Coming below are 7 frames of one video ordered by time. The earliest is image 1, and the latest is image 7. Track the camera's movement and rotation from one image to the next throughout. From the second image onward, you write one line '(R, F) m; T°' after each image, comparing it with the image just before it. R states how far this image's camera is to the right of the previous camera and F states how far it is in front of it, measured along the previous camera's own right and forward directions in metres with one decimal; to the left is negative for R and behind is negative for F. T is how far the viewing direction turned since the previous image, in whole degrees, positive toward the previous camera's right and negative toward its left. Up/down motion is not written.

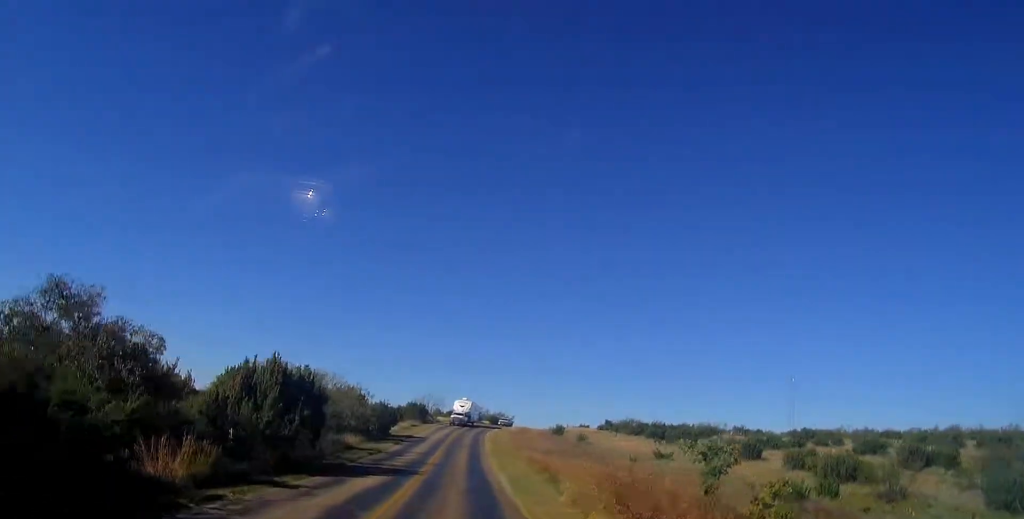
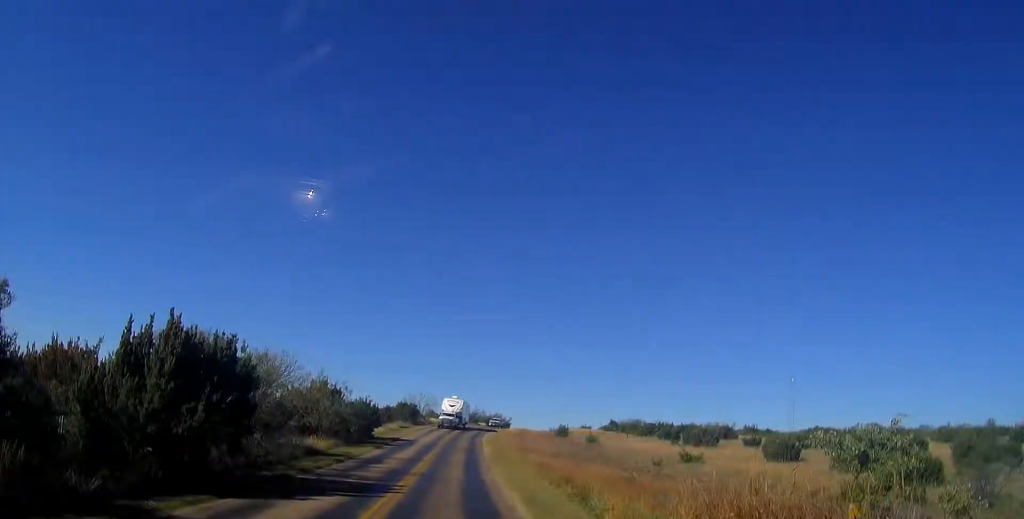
(+0.1, +7.2) m; 0°
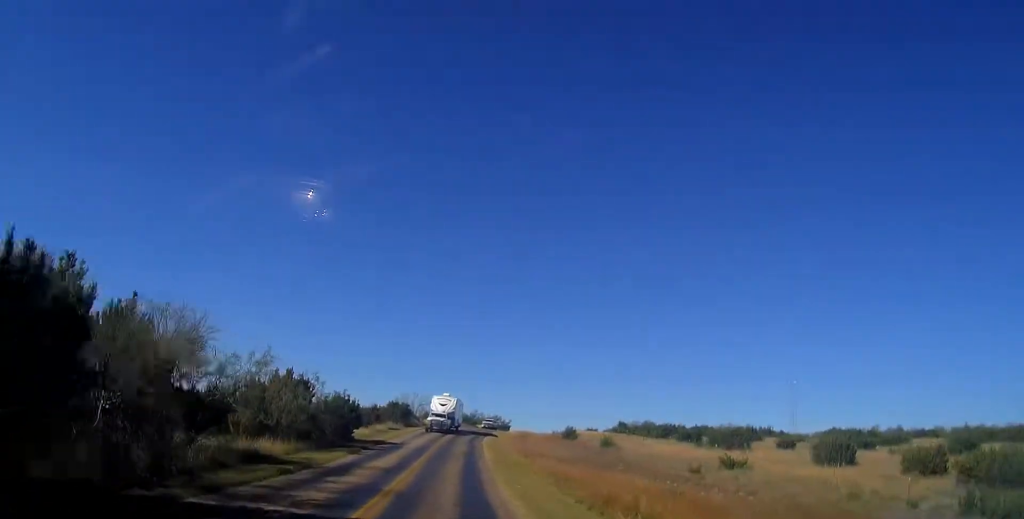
(0.0, +7.2) m; 0°
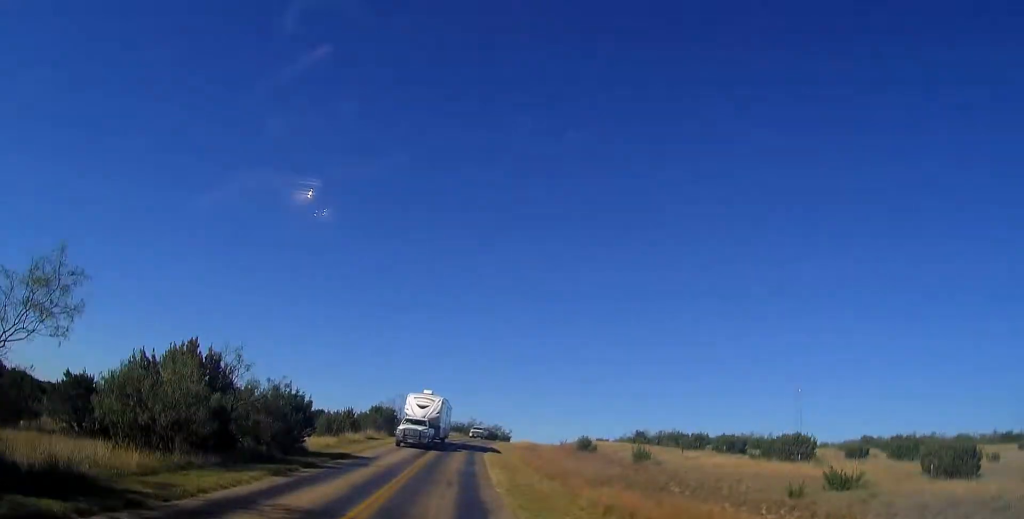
(0.0, +10.4) m; 0°
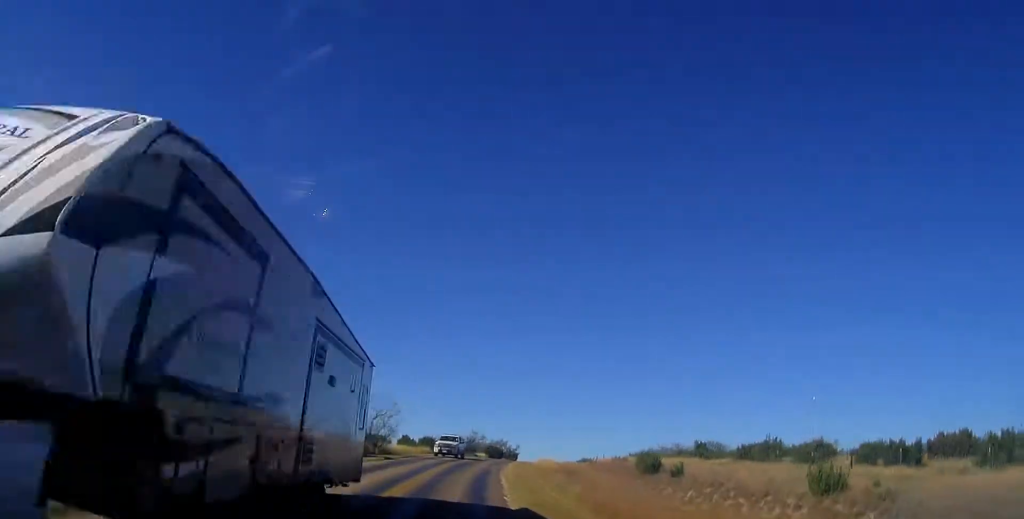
(-0.2, +22.3) m; 0°
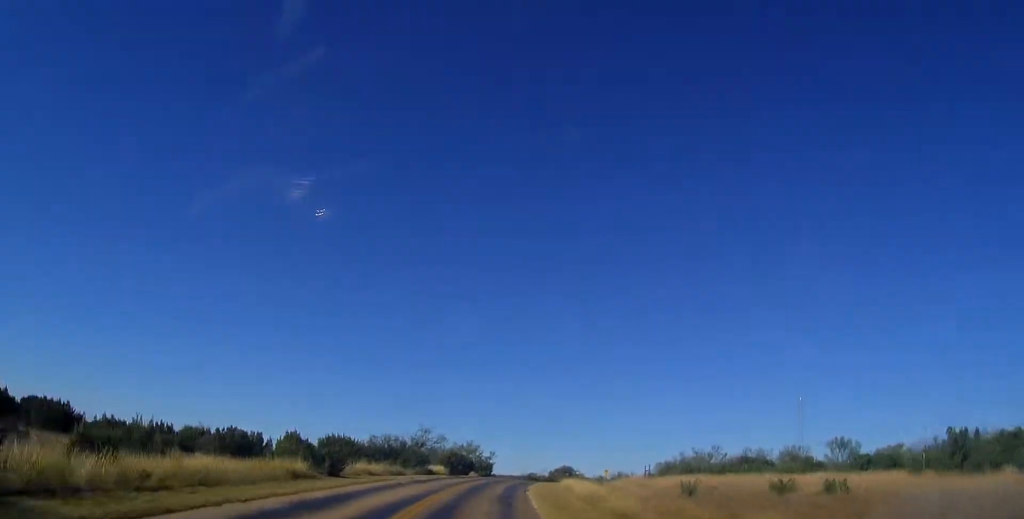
(+1.0, +38.9) m; +3°
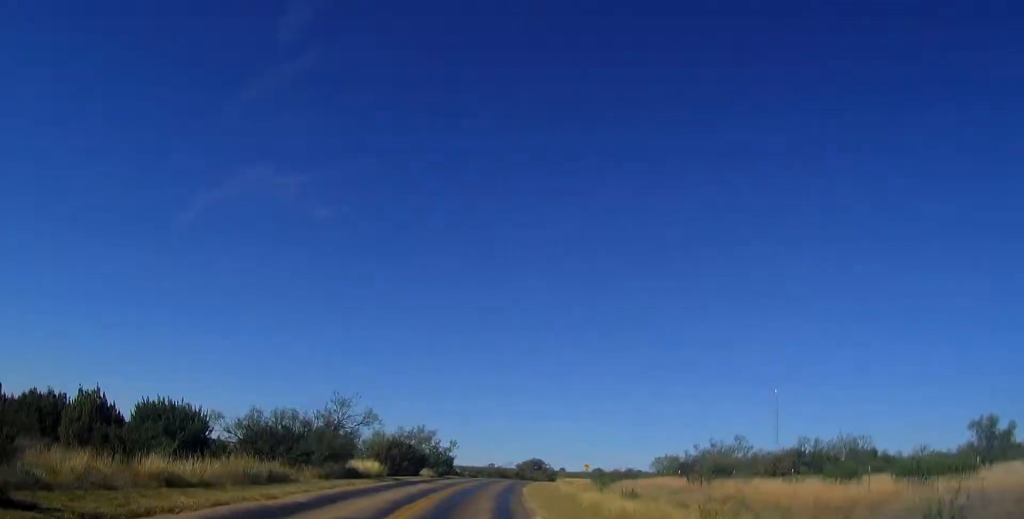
(+0.7, +20.0) m; +5°
